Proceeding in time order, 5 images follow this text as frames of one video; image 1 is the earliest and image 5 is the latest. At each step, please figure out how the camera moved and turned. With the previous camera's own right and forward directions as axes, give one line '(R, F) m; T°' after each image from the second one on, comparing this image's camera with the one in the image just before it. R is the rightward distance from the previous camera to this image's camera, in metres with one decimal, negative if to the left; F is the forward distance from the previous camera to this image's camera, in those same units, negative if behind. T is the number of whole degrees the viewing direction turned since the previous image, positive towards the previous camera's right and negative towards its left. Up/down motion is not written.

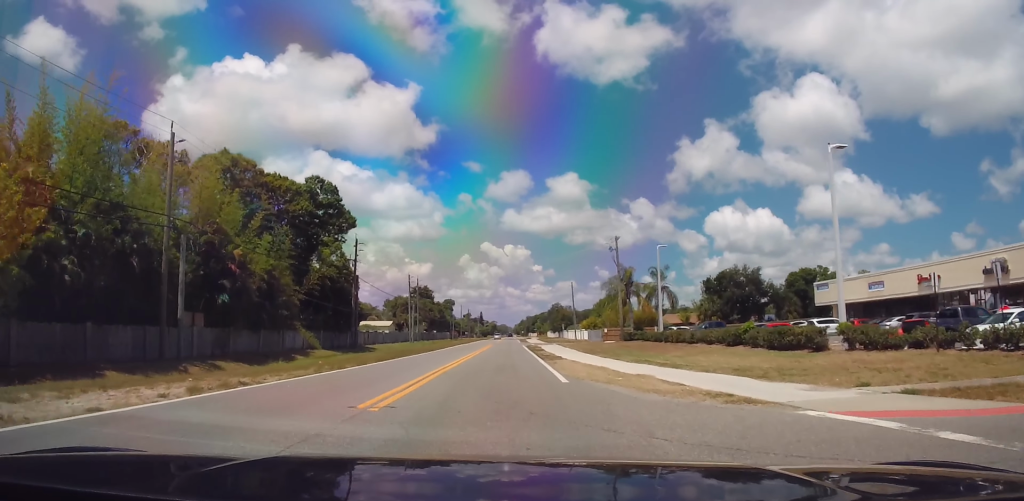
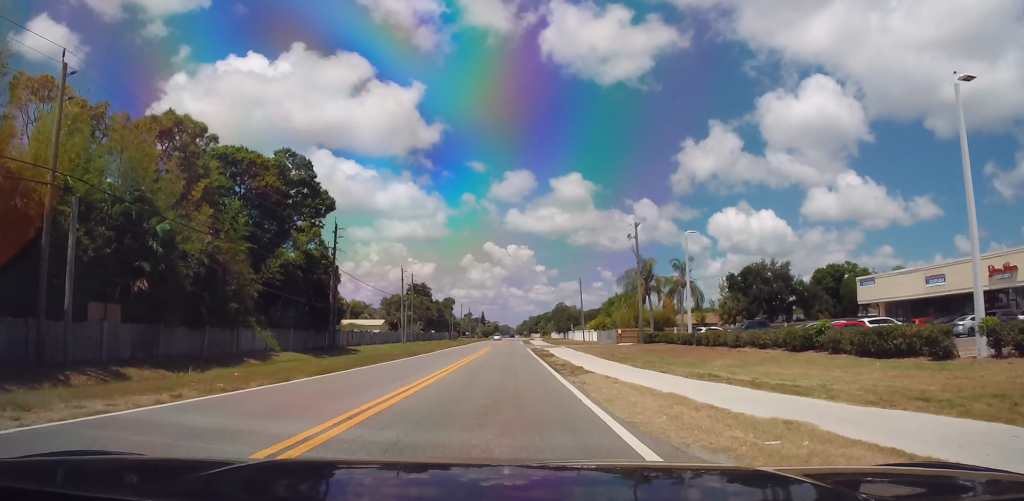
(+0.2, +9.1) m; +1°
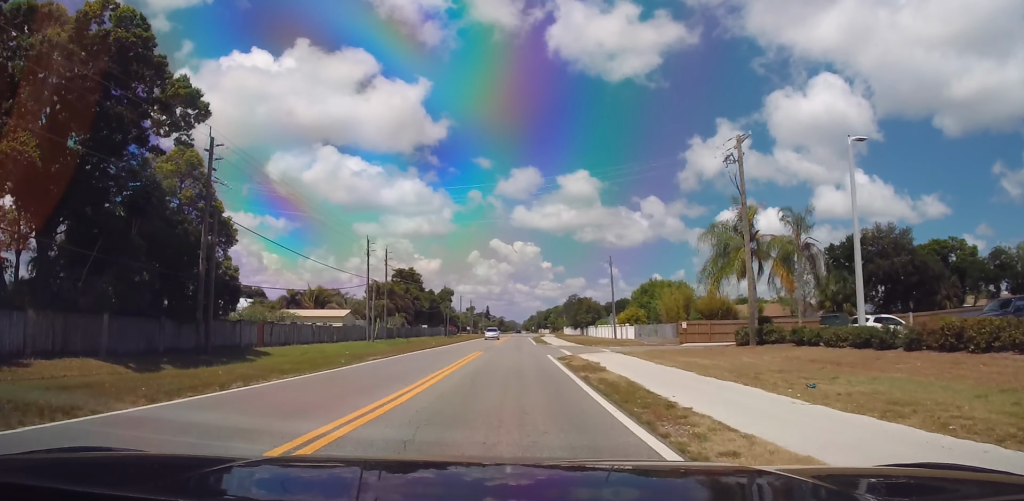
(-0.8, +26.3) m; -2°
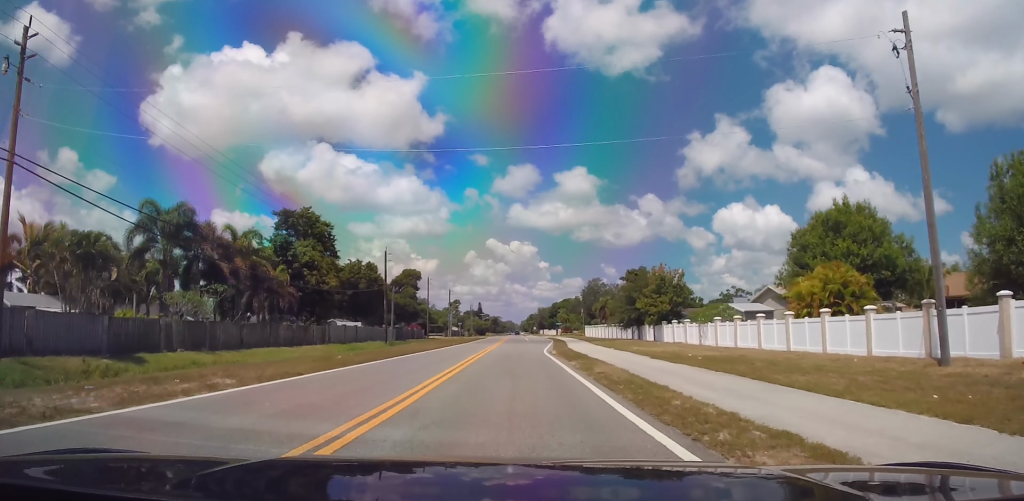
(-0.4, +62.1) m; 0°
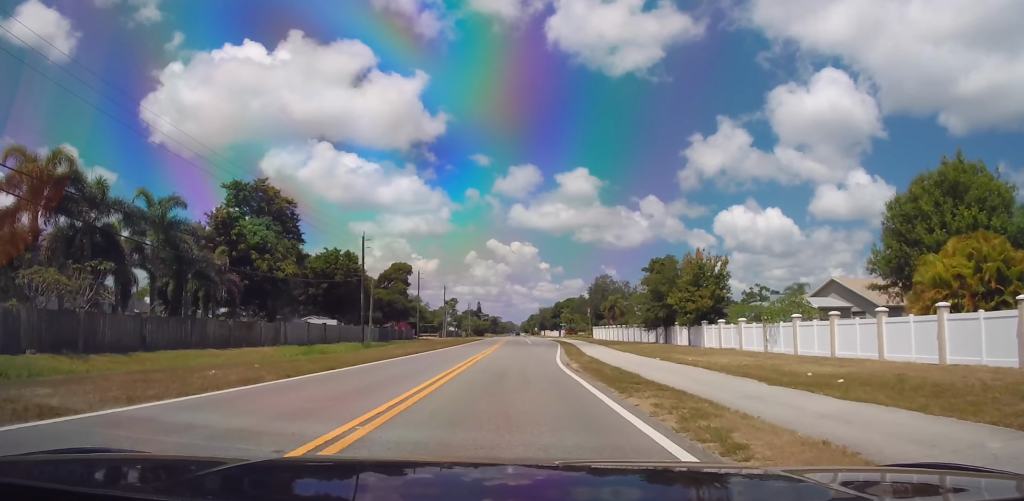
(+0.2, +12.4) m; 0°
